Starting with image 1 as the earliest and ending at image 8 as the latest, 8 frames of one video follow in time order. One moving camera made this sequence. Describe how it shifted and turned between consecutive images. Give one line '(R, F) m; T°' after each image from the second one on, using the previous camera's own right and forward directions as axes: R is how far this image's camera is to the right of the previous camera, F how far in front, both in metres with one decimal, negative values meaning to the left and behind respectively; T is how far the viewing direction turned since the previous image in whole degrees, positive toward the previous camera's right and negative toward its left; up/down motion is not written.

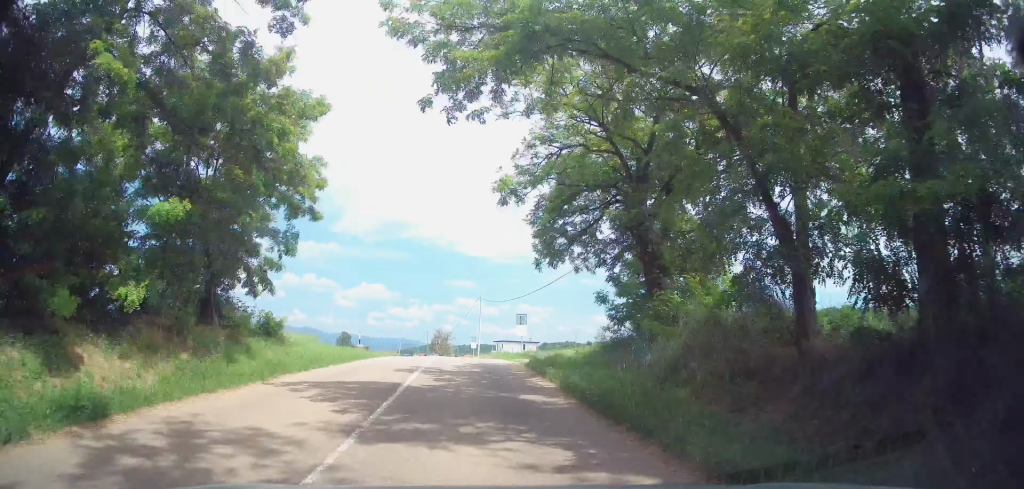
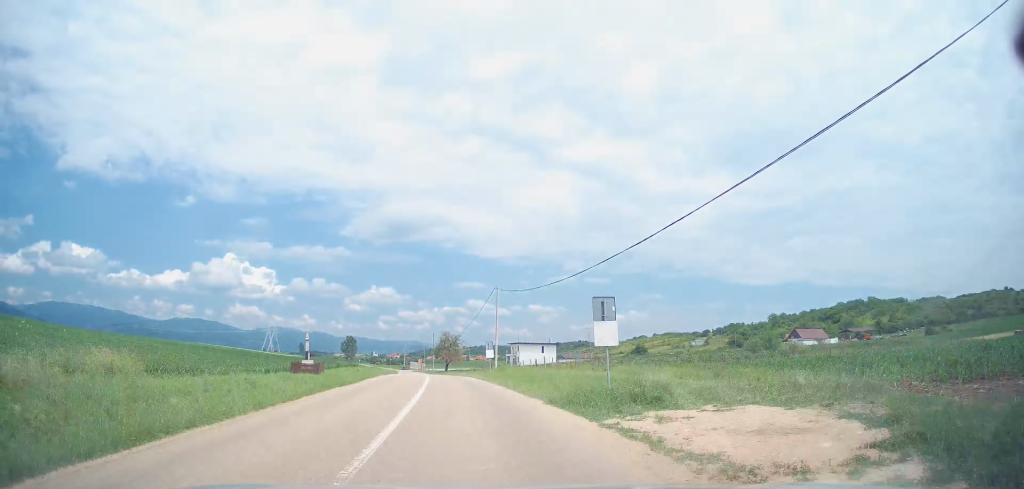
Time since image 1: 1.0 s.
(-0.2, +18.4) m; 0°
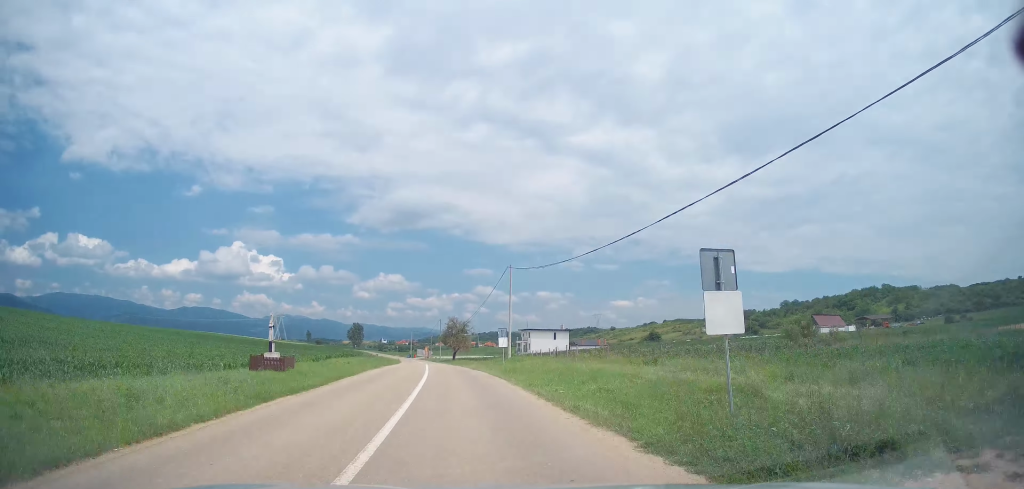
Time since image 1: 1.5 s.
(+0.1, +7.1) m; 0°
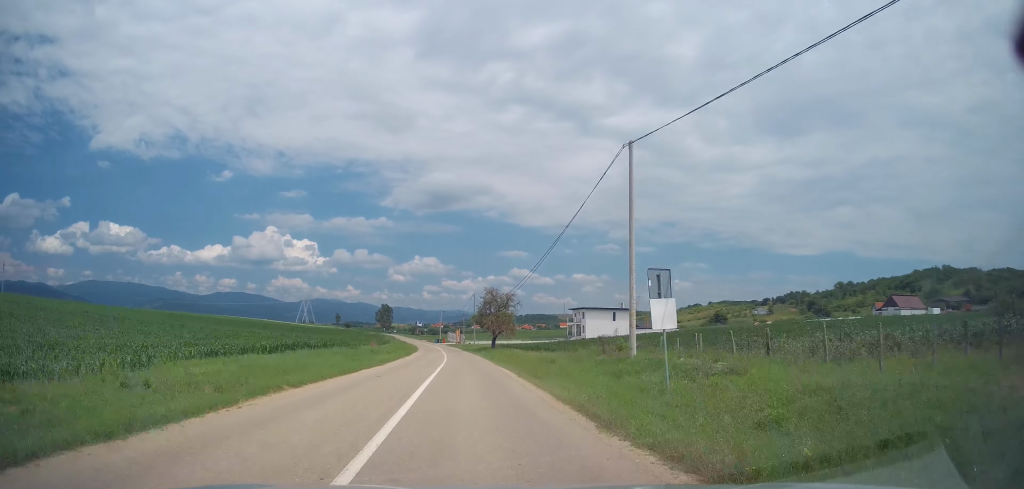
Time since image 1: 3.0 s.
(-0.6, +27.1) m; -3°
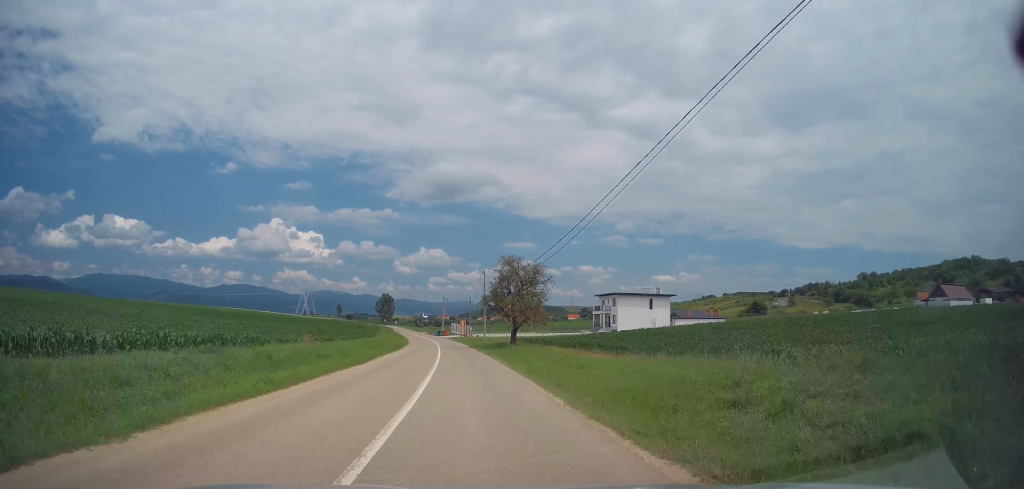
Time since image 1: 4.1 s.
(-0.6, +20.7) m; -2°
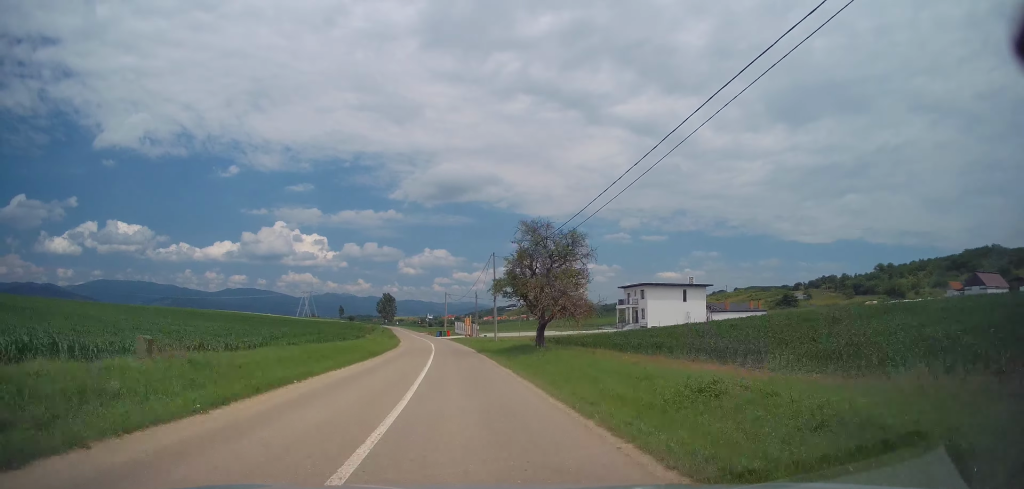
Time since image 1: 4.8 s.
(-0.1, +13.6) m; -1°
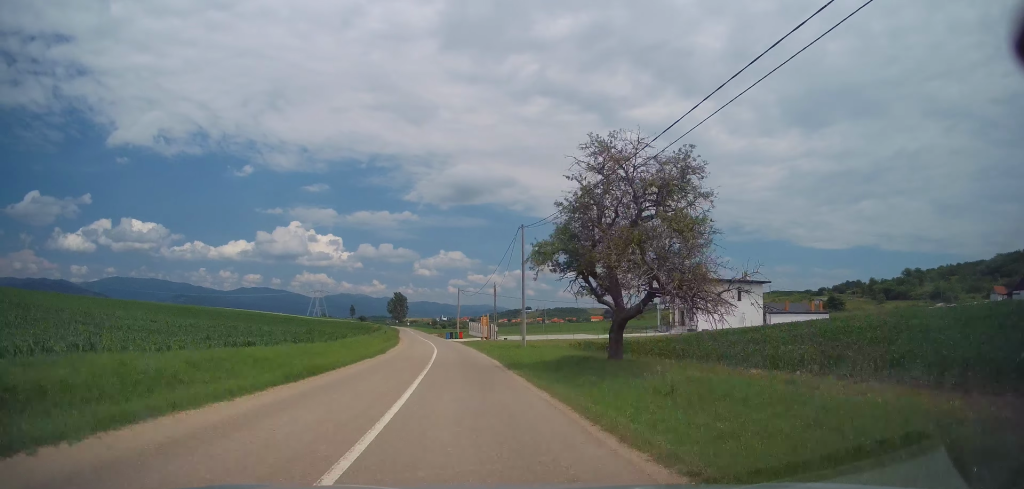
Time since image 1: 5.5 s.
(0.0, +13.1) m; -1°
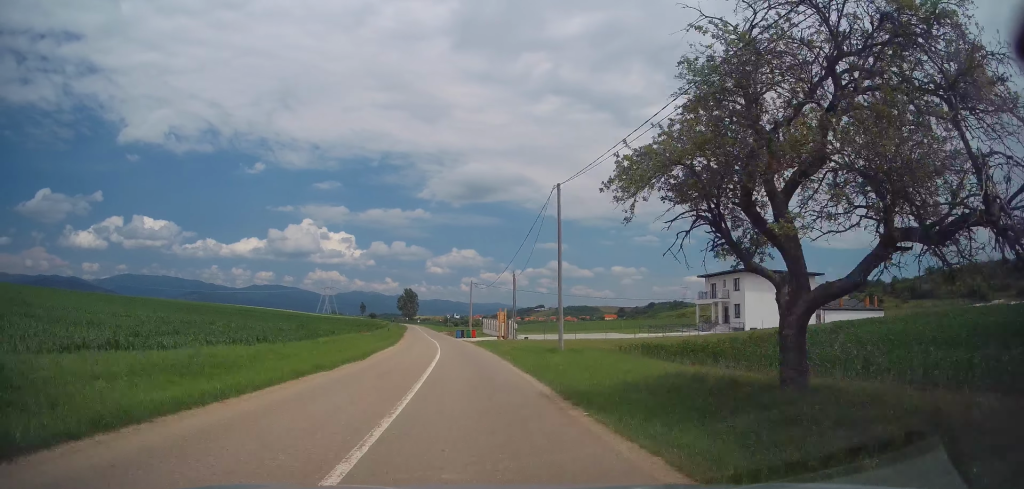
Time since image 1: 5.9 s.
(-0.1, +10.1) m; -1°
